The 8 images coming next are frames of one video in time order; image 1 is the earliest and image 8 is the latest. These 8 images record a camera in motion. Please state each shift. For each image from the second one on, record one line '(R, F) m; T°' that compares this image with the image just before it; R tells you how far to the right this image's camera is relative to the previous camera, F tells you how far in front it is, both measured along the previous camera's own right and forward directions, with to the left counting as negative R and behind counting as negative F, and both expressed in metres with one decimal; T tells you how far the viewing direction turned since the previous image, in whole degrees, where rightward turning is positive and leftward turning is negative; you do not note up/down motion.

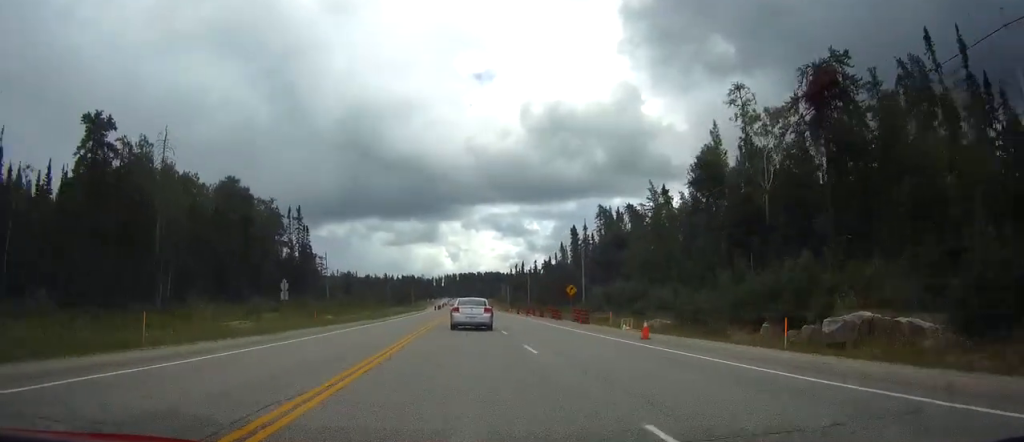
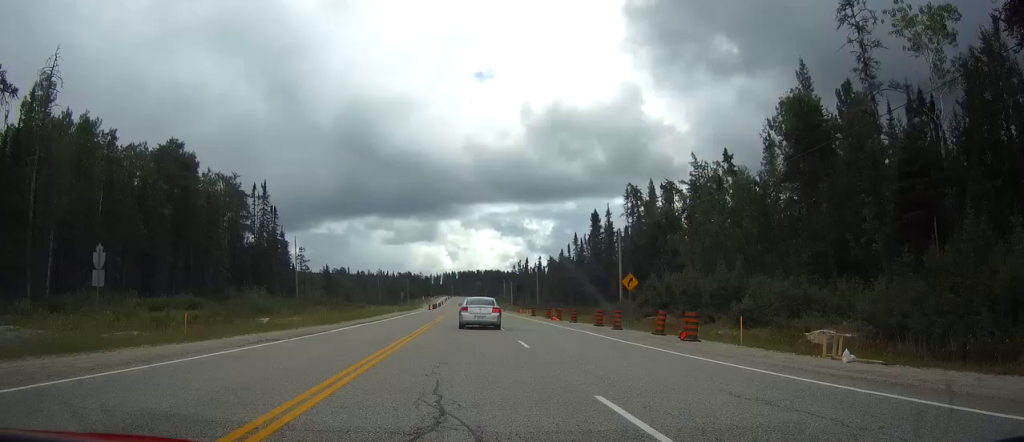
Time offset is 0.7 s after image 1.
(0.0, +21.7) m; 0°
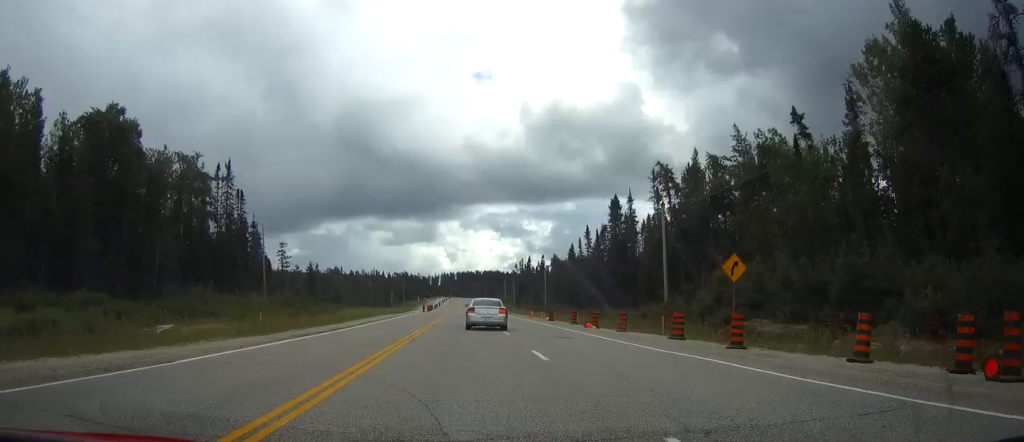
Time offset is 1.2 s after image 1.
(+0.1, +15.6) m; 0°
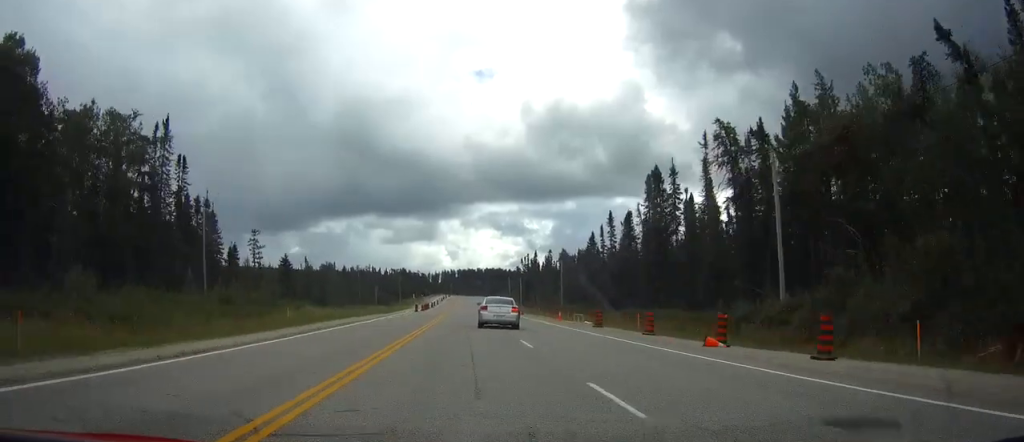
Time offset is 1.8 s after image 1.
(0.0, +20.0) m; 0°
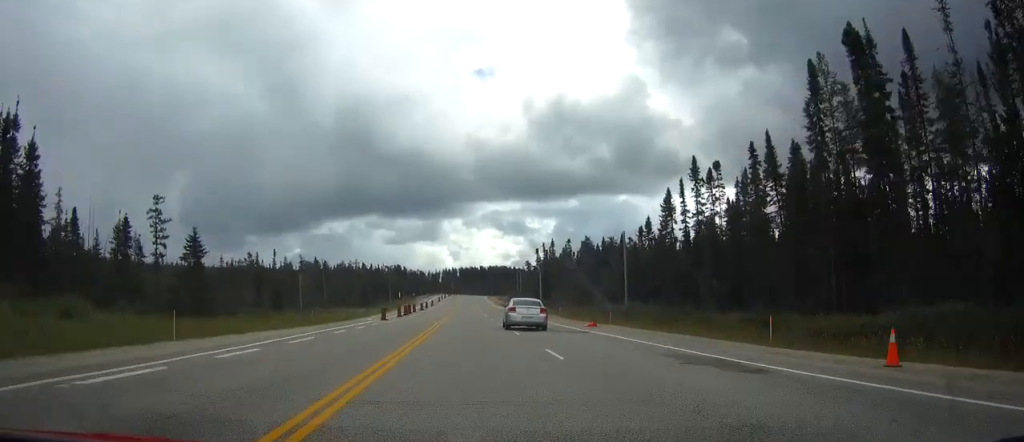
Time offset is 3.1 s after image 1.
(-0.1, +41.4) m; 0°
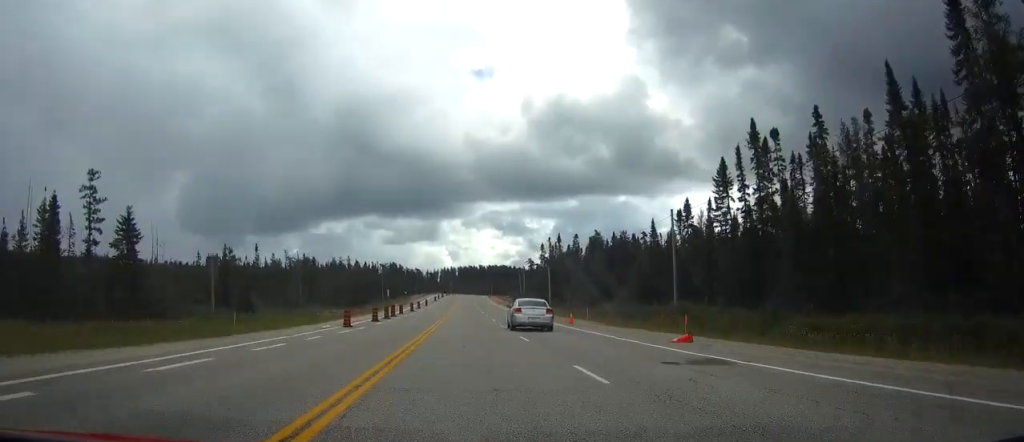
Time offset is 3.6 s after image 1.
(0.0, +16.0) m; 0°
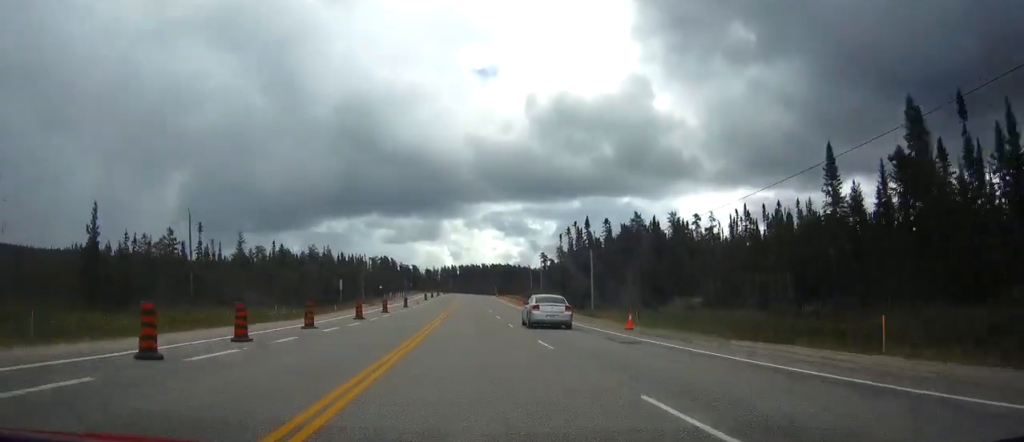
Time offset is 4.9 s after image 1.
(0.0, +39.8) m; 0°
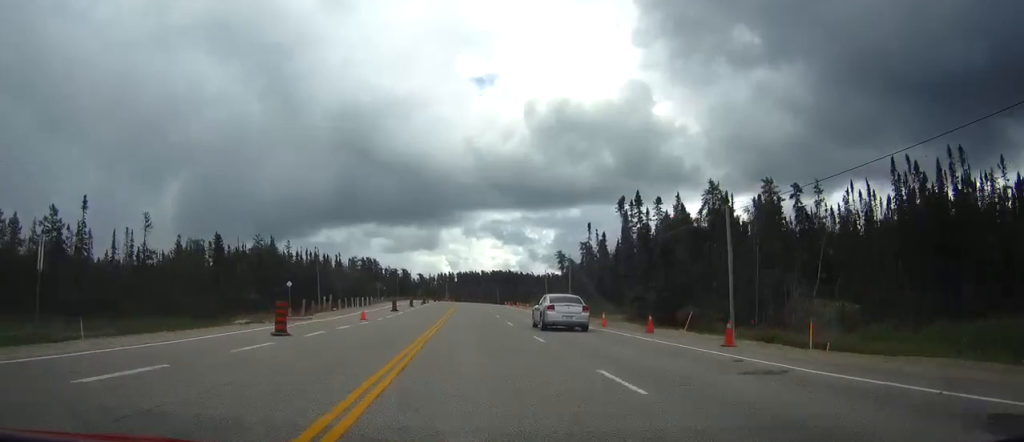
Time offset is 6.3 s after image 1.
(0.0, +45.5) m; 0°
